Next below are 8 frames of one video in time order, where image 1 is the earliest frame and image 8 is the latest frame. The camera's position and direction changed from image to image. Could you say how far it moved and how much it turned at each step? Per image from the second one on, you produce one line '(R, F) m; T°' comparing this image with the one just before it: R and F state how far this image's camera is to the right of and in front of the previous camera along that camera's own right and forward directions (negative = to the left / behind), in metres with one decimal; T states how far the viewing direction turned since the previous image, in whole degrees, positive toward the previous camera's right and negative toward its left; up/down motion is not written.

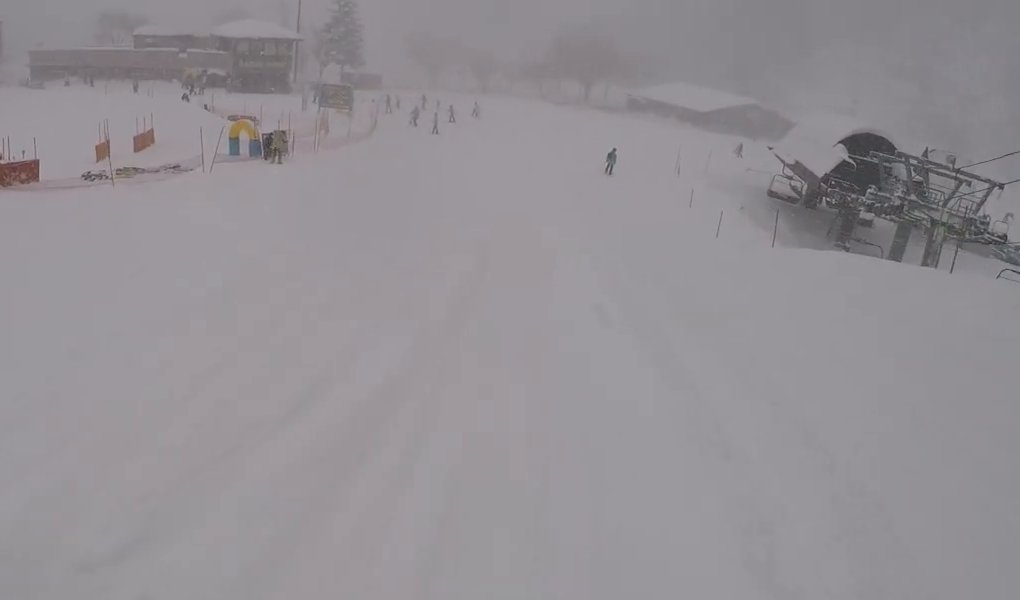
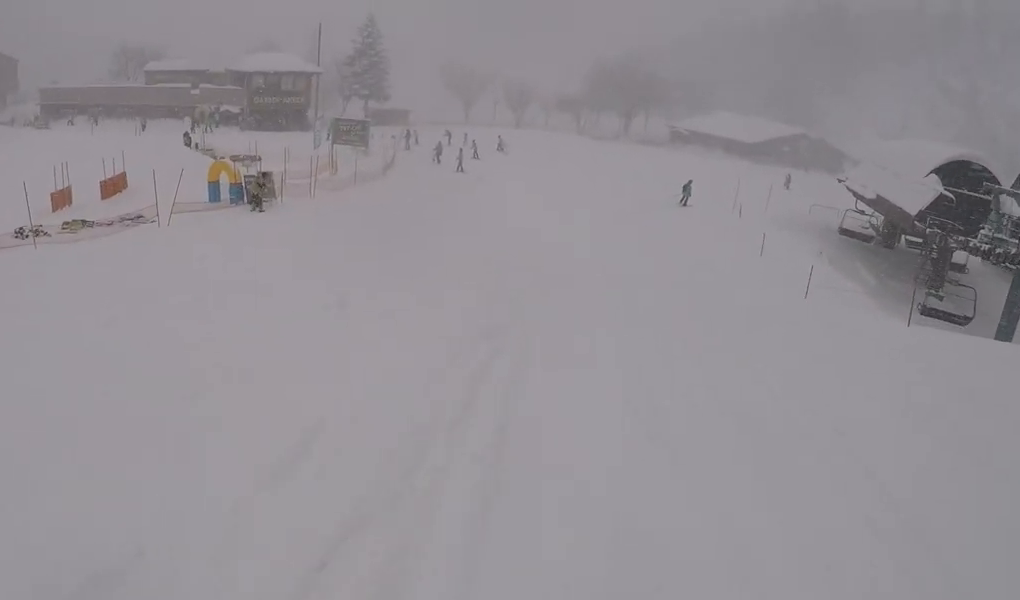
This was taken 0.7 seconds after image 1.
(+0.2, +6.7) m; +6°
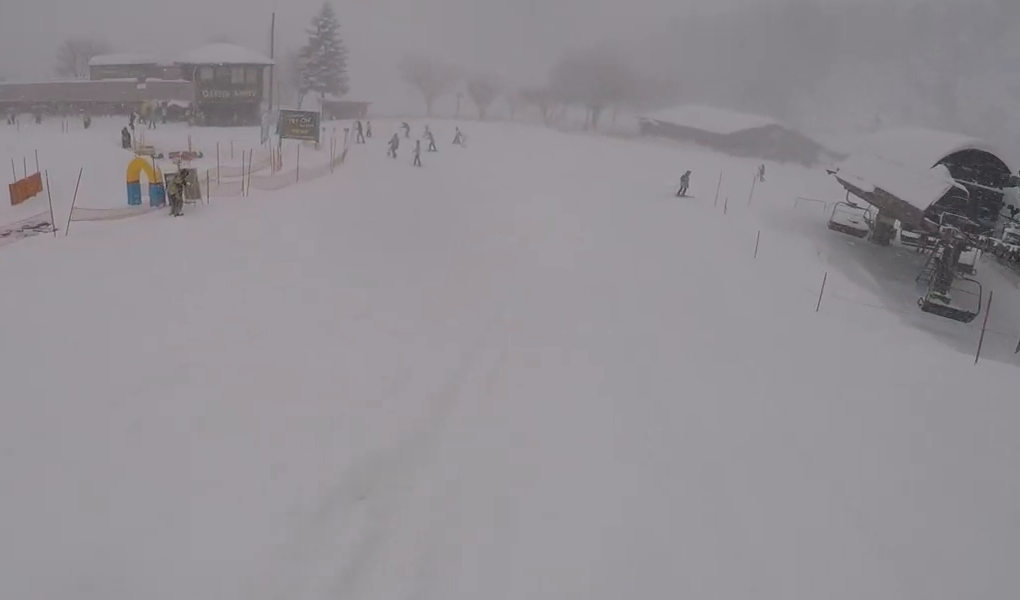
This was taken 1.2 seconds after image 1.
(-0.1, +3.9) m; +5°
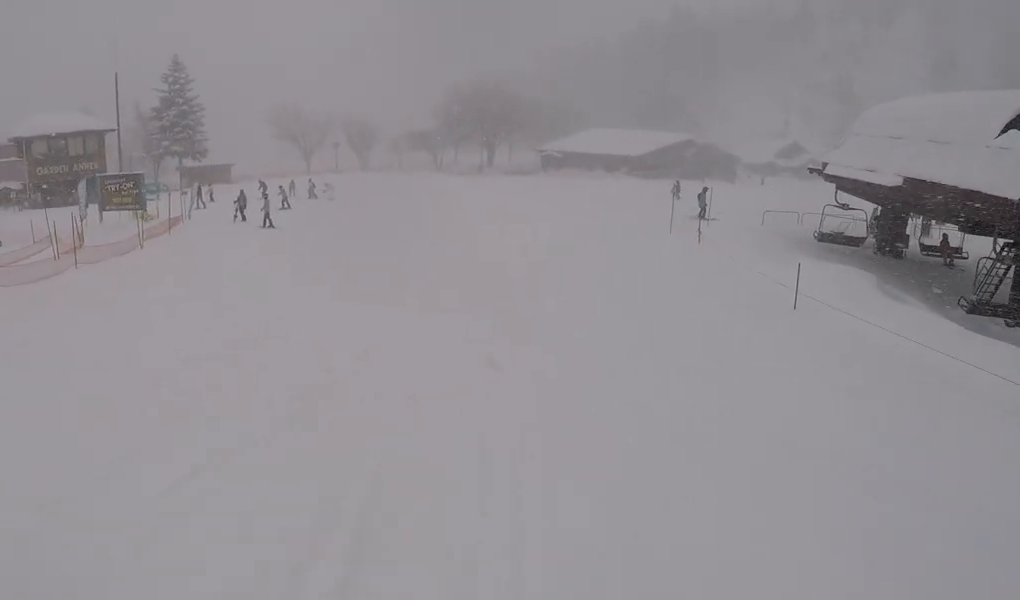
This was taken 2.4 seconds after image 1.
(+1.1, +10.7) m; -1°
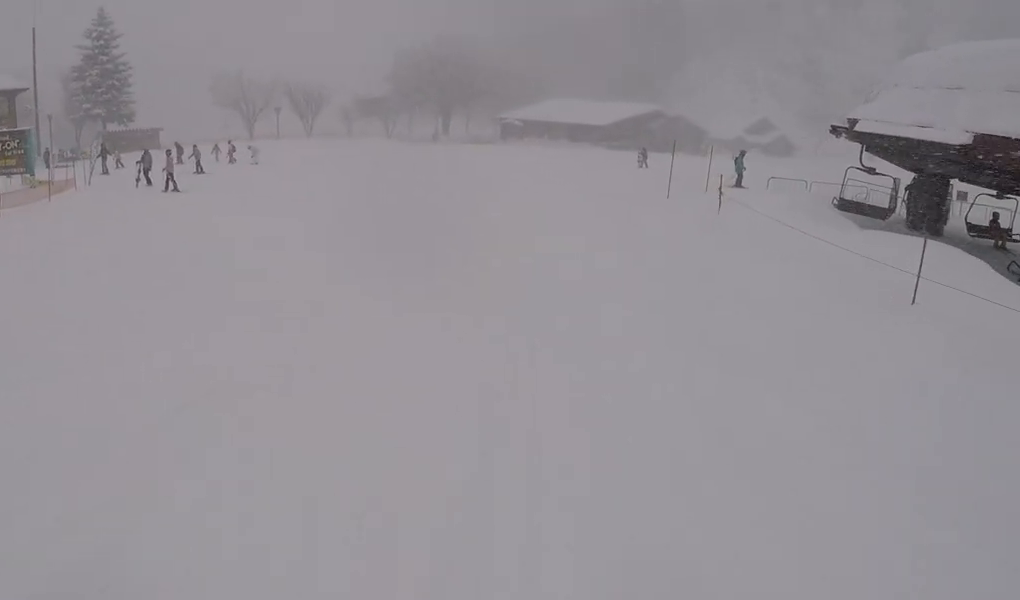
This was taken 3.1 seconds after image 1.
(-1.0, +5.1) m; -1°
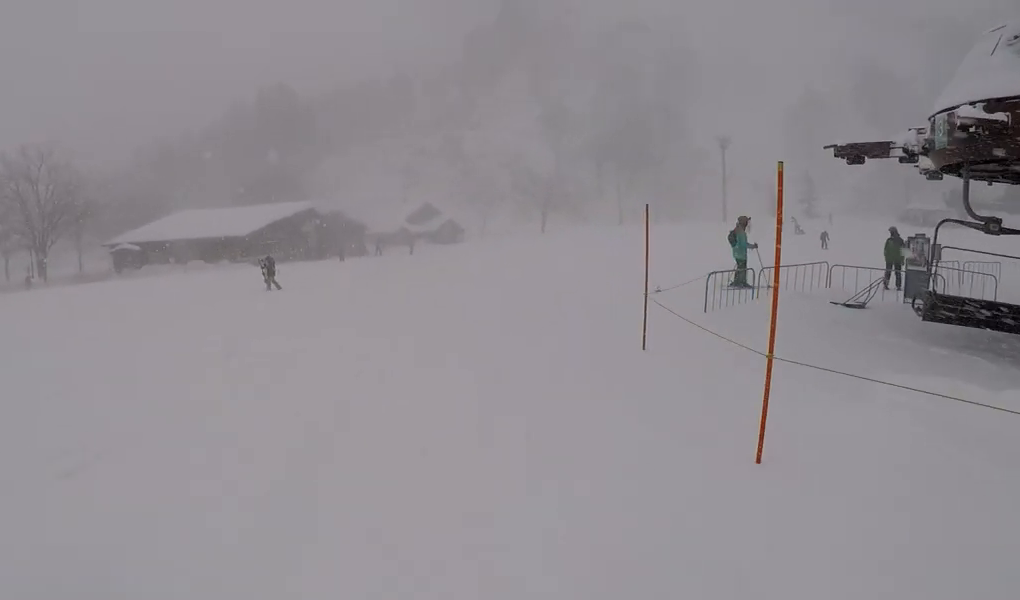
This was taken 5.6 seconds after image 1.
(+5.0, +13.9) m; +37°
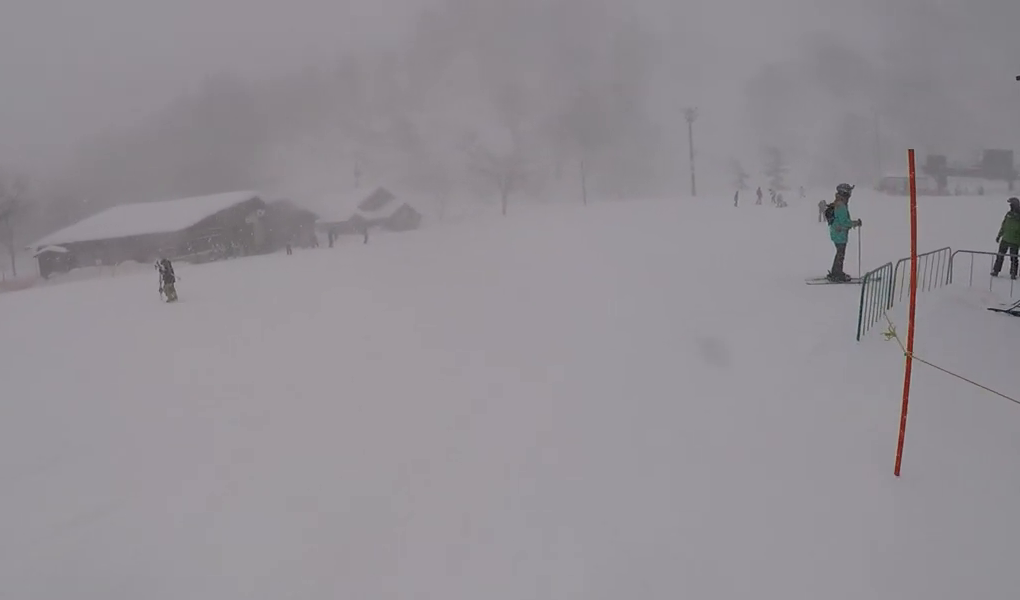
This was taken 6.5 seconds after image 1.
(-0.1, +3.6) m; +11°
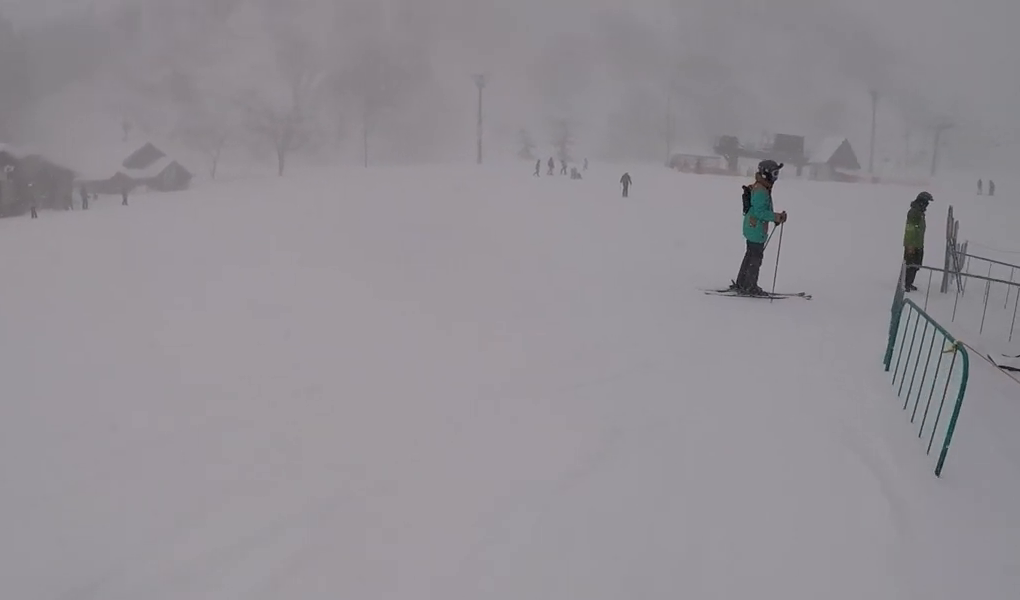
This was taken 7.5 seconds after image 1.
(+0.8, +3.3) m; +16°
